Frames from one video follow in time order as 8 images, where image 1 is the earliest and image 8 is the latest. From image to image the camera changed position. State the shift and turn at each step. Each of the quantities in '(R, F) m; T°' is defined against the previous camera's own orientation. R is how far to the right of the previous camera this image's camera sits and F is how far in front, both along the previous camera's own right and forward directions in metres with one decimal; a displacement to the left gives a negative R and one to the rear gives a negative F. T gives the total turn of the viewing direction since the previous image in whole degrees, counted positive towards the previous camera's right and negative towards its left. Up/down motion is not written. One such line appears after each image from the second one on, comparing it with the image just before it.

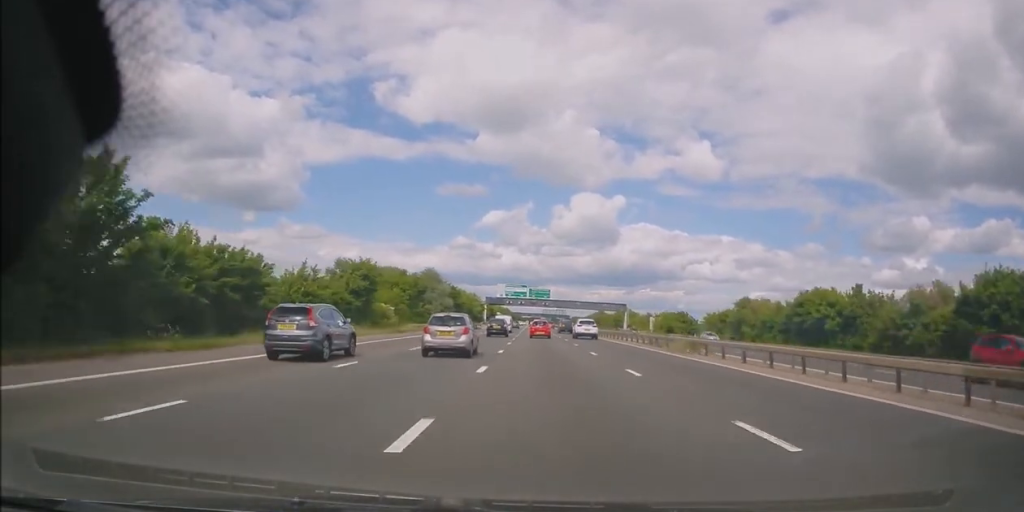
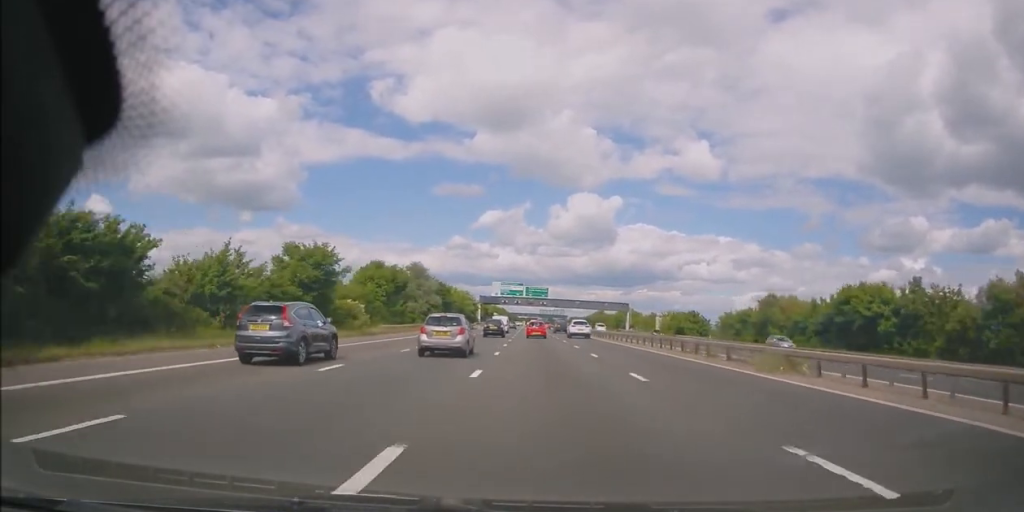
(+0.2, +10.8) m; 0°
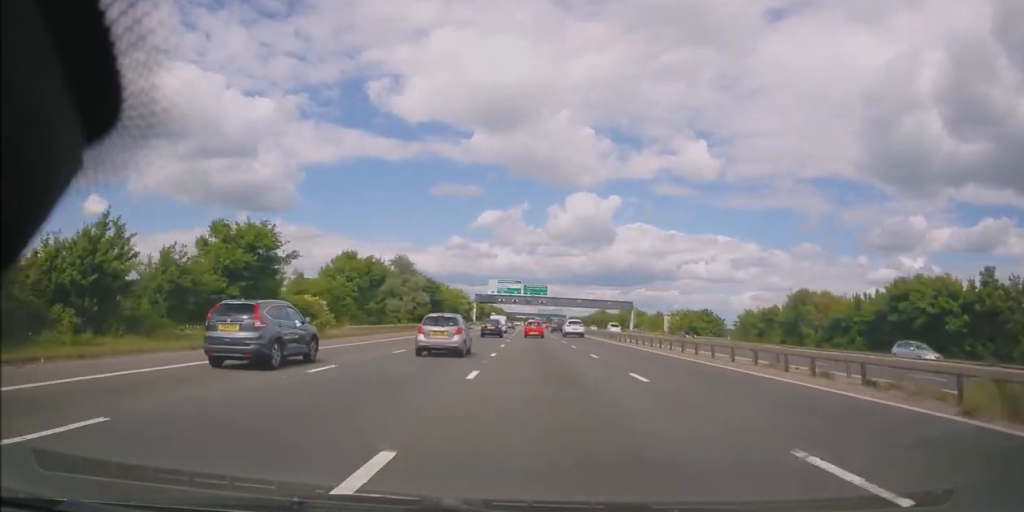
(-0.1, +10.0) m; 0°
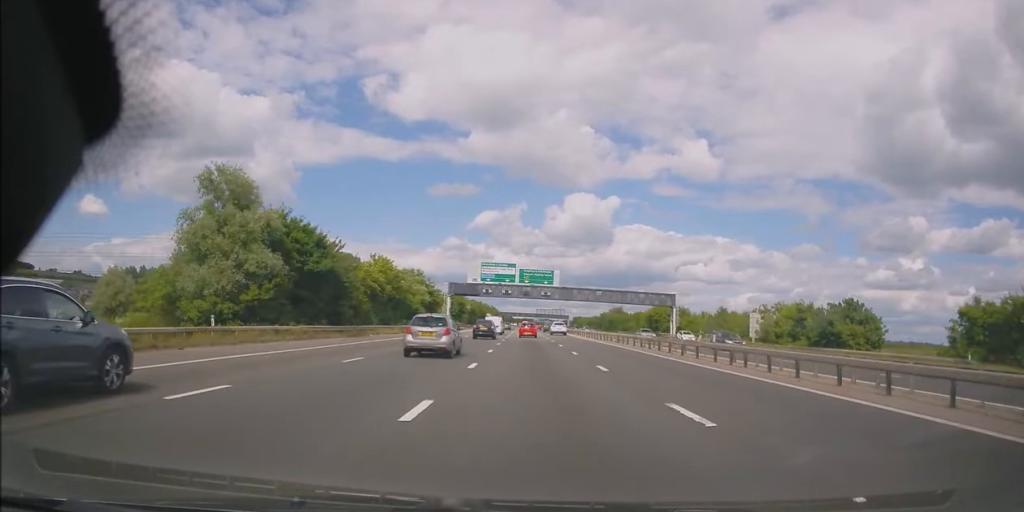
(0.0, +52.8) m; 0°
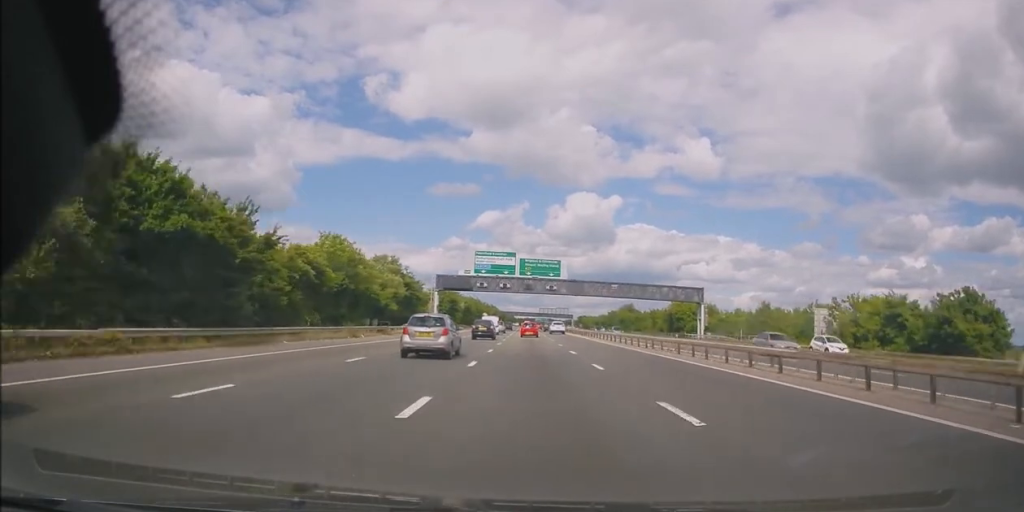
(0.0, +18.2) m; 0°
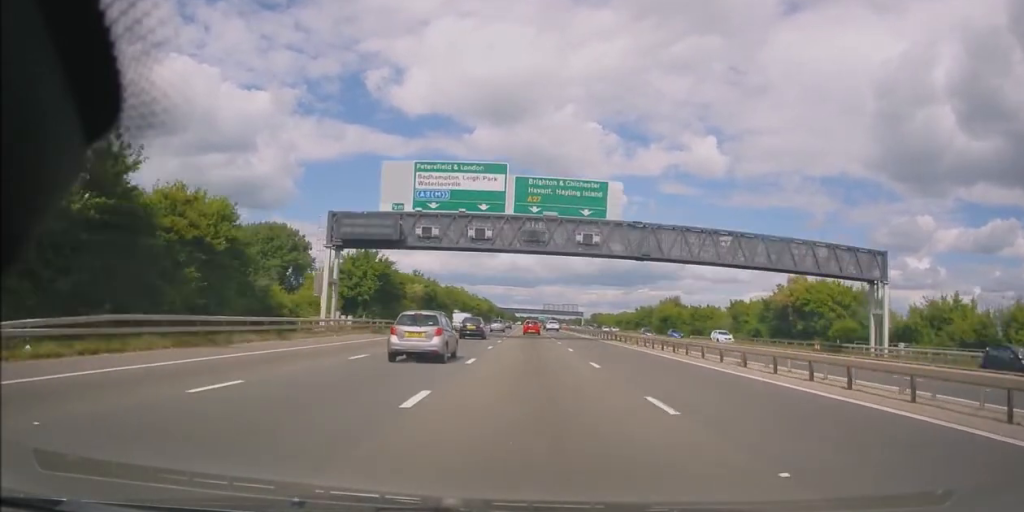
(-0.4, +55.8) m; -1°
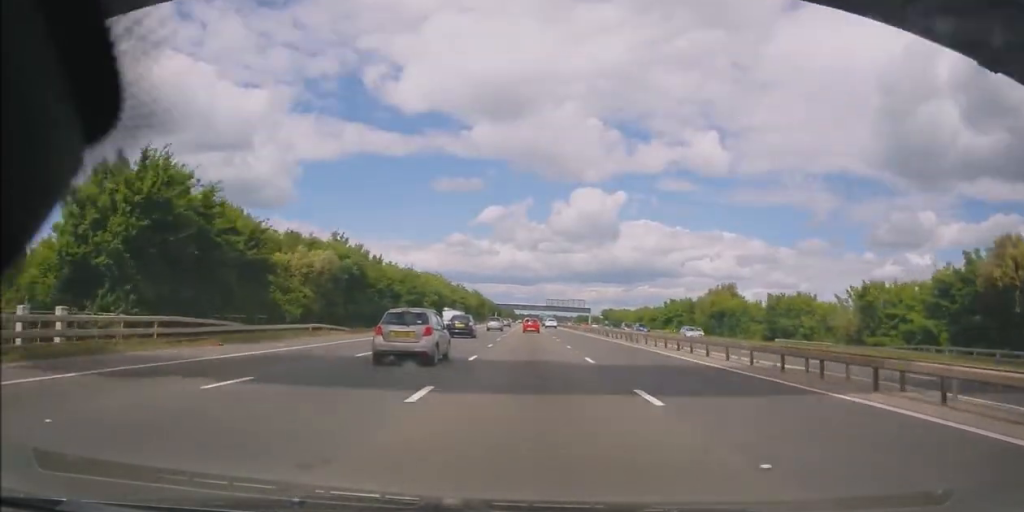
(+0.4, +36.7) m; 0°
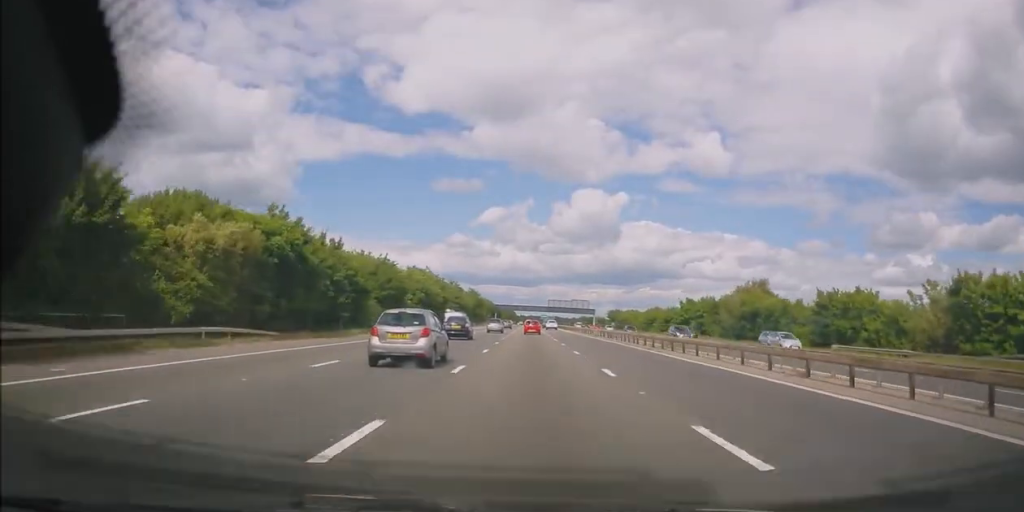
(+0.1, +13.3) m; 0°
